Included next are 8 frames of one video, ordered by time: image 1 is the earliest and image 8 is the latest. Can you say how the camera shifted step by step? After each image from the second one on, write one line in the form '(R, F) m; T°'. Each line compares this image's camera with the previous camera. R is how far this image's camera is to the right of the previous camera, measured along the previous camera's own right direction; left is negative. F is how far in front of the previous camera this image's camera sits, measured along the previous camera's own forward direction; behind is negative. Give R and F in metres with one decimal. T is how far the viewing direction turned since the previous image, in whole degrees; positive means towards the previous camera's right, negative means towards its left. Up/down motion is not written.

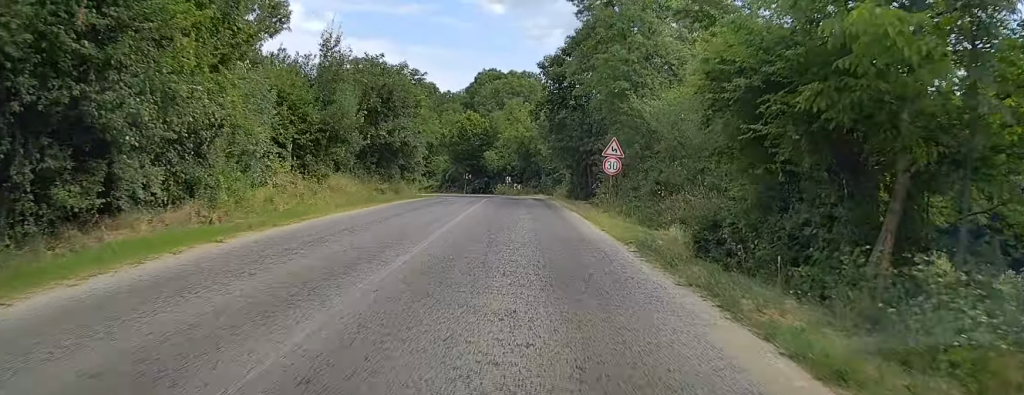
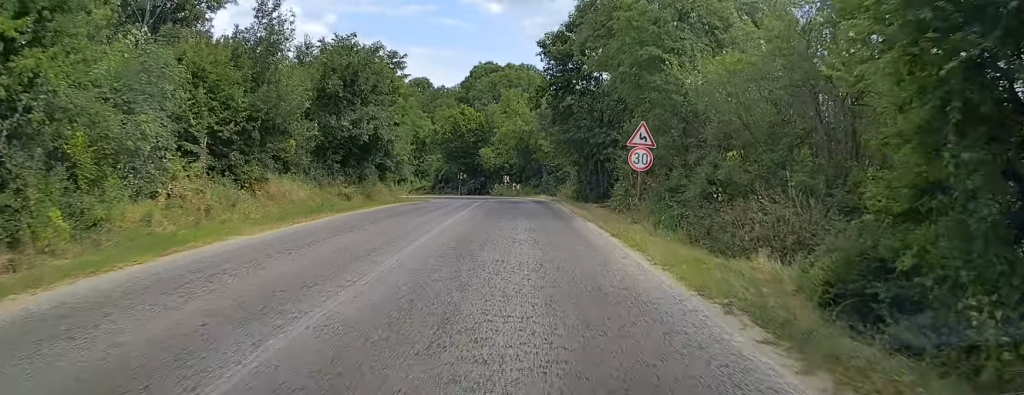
(-0.1, +7.4) m; -1°
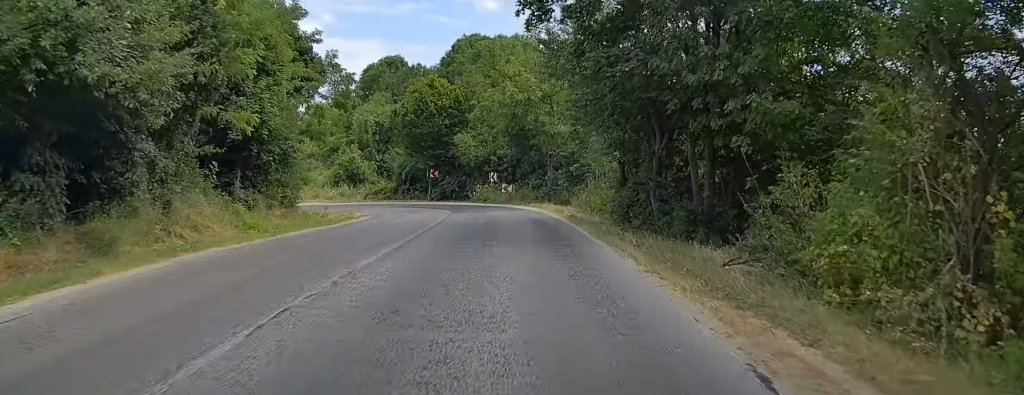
(-0.5, +22.9) m; 0°
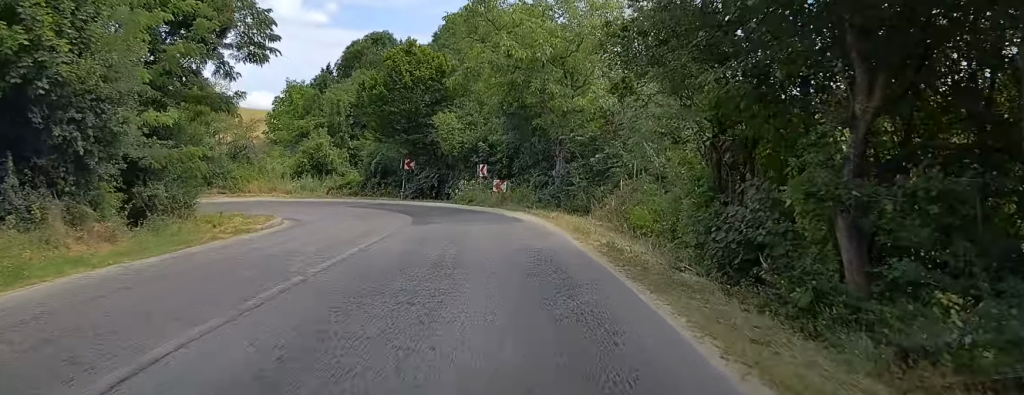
(+0.4, +12.0) m; 0°
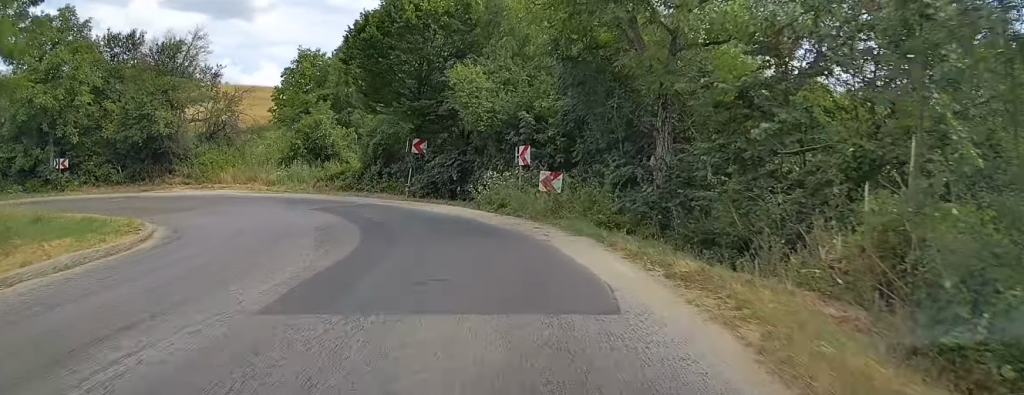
(-0.5, +14.1) m; -8°
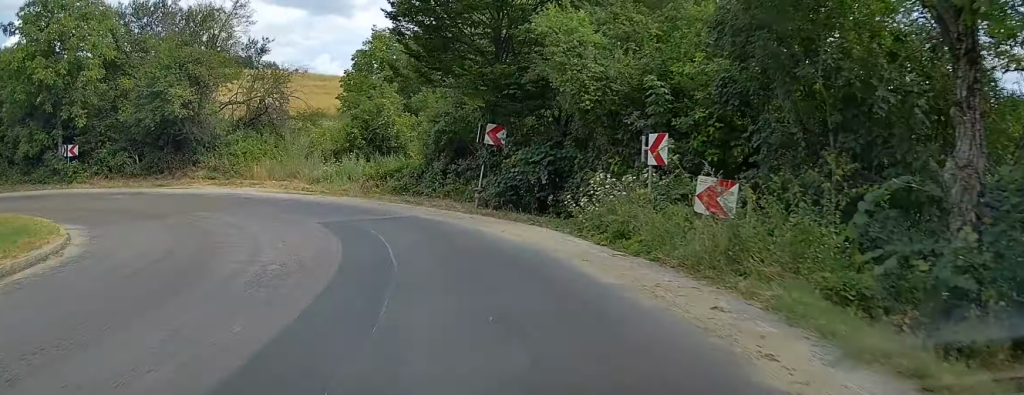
(-0.9, +8.8) m; -10°
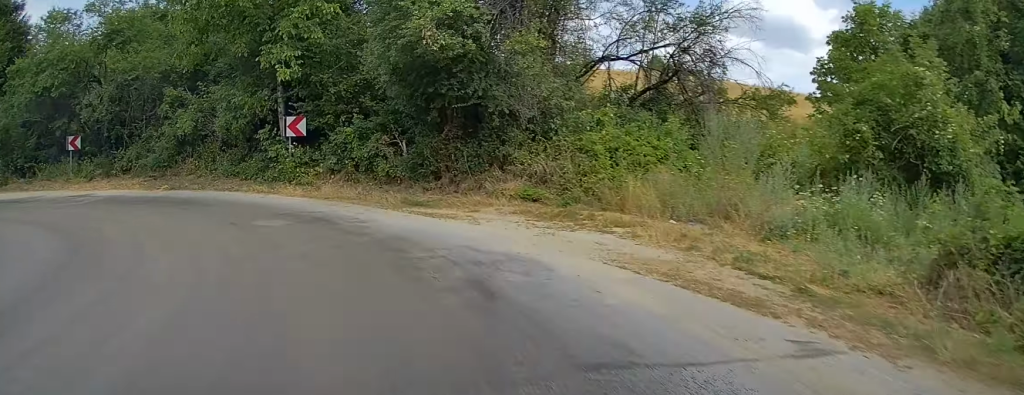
(-5.1, +20.4) m; -25°
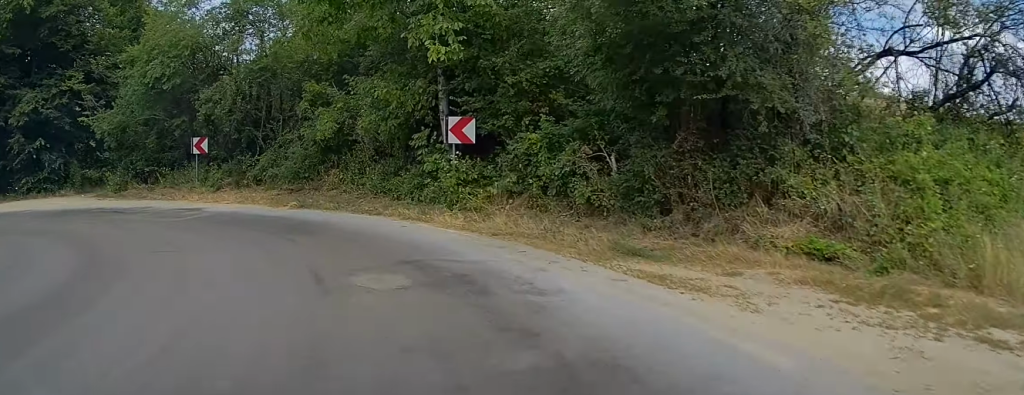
(-0.3, +7.1) m; -9°
